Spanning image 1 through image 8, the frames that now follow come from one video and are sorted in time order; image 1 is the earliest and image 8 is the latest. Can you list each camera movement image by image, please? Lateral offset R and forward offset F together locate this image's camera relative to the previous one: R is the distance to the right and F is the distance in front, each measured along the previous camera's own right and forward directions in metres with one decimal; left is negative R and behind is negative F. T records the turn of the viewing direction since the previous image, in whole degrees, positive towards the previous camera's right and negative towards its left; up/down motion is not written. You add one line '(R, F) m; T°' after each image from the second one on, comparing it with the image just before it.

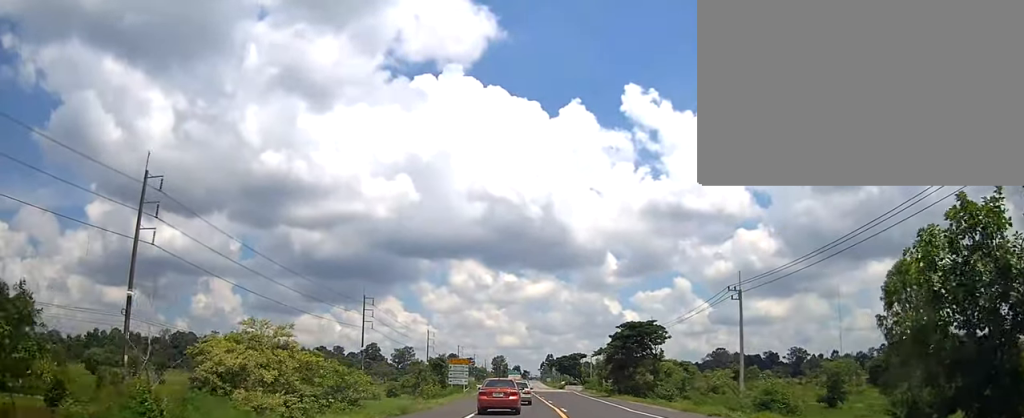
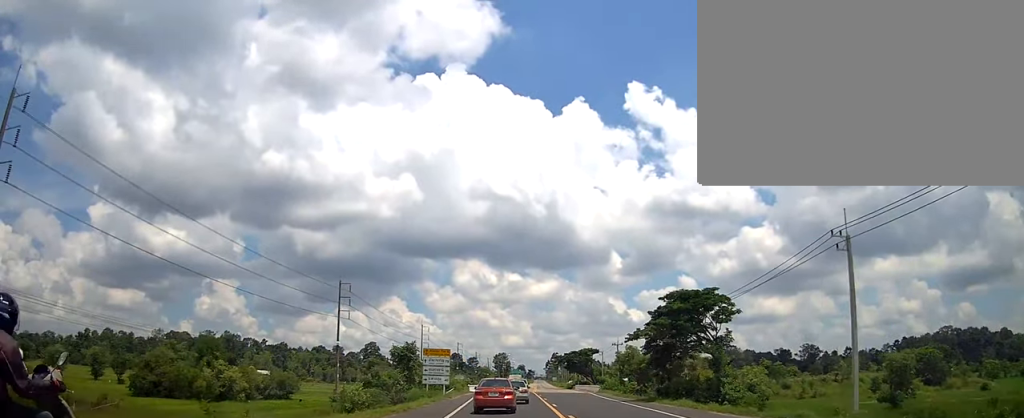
(+0.5, +19.4) m; +1°
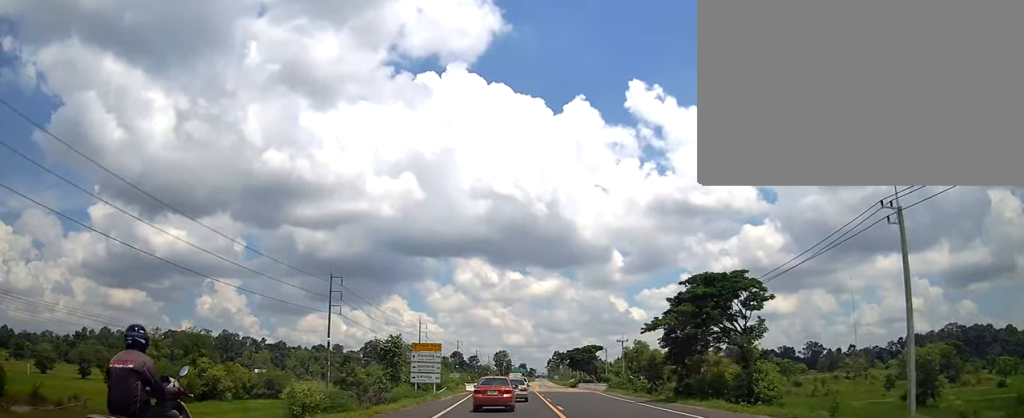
(0.0, +5.7) m; 0°
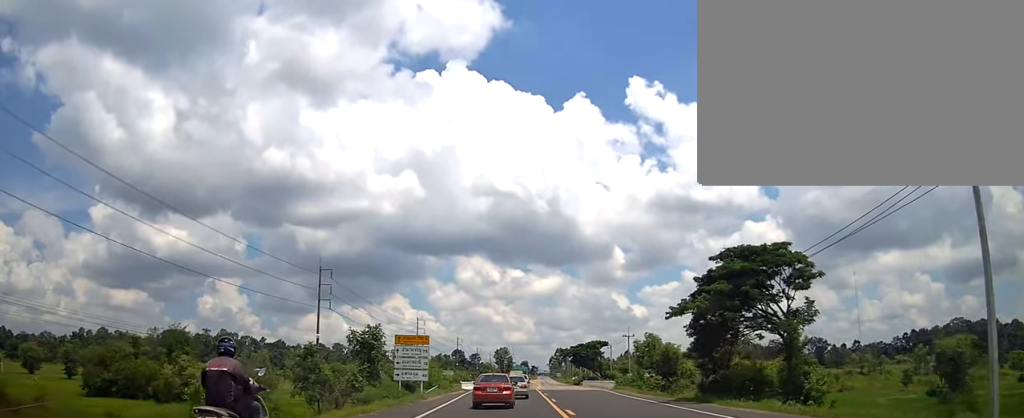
(0.0, +6.2) m; 0°
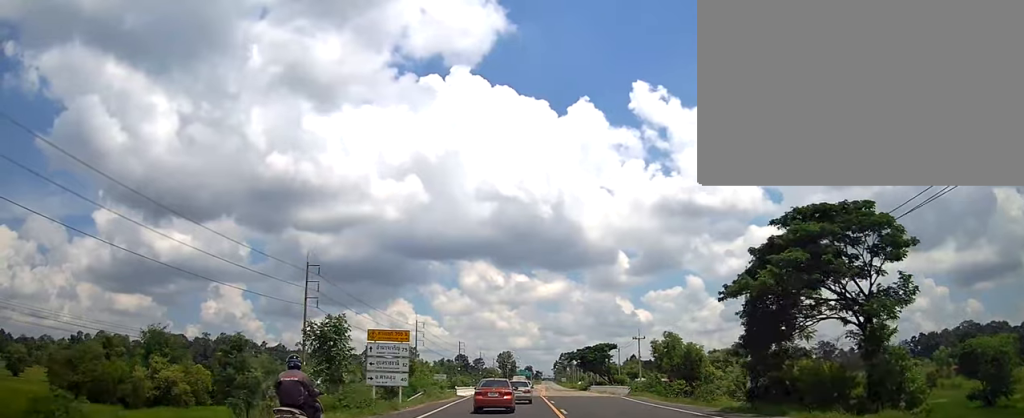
(-0.1, +7.8) m; 0°
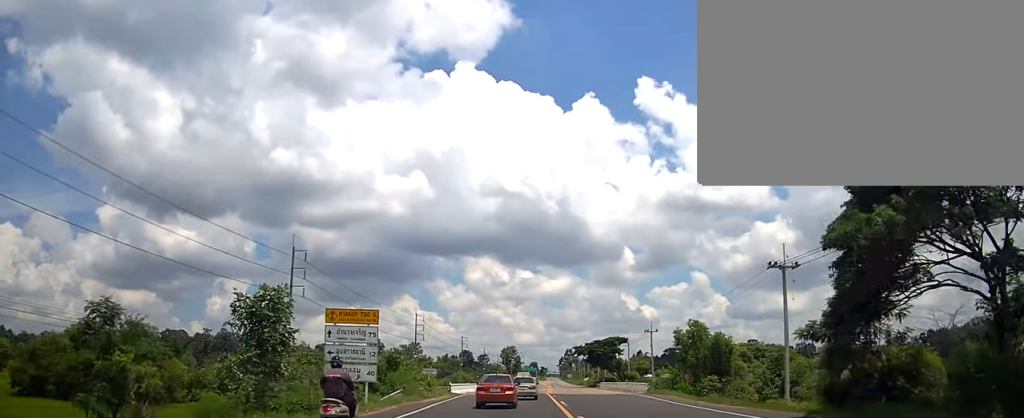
(0.0, +7.6) m; +1°
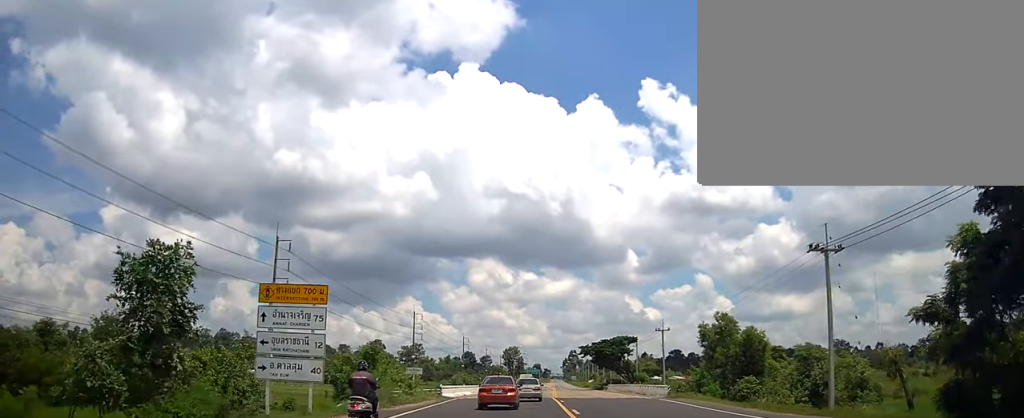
(0.0, +6.9) m; +1°
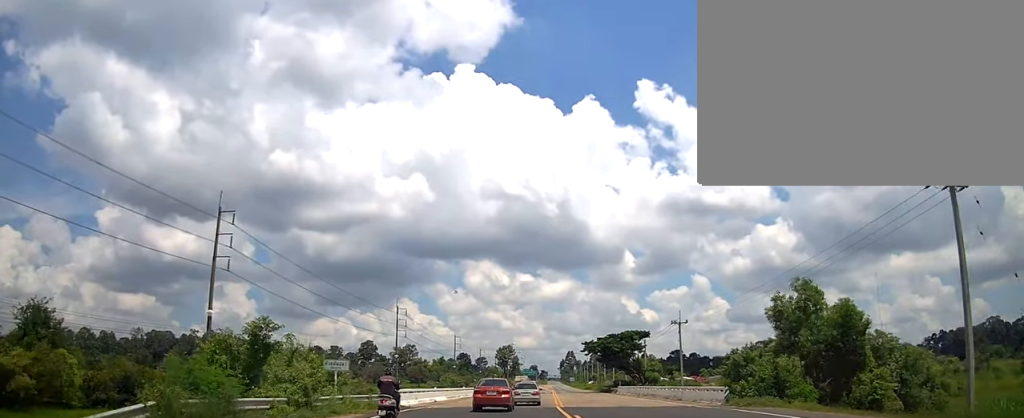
(+0.3, +14.3) m; -1°
